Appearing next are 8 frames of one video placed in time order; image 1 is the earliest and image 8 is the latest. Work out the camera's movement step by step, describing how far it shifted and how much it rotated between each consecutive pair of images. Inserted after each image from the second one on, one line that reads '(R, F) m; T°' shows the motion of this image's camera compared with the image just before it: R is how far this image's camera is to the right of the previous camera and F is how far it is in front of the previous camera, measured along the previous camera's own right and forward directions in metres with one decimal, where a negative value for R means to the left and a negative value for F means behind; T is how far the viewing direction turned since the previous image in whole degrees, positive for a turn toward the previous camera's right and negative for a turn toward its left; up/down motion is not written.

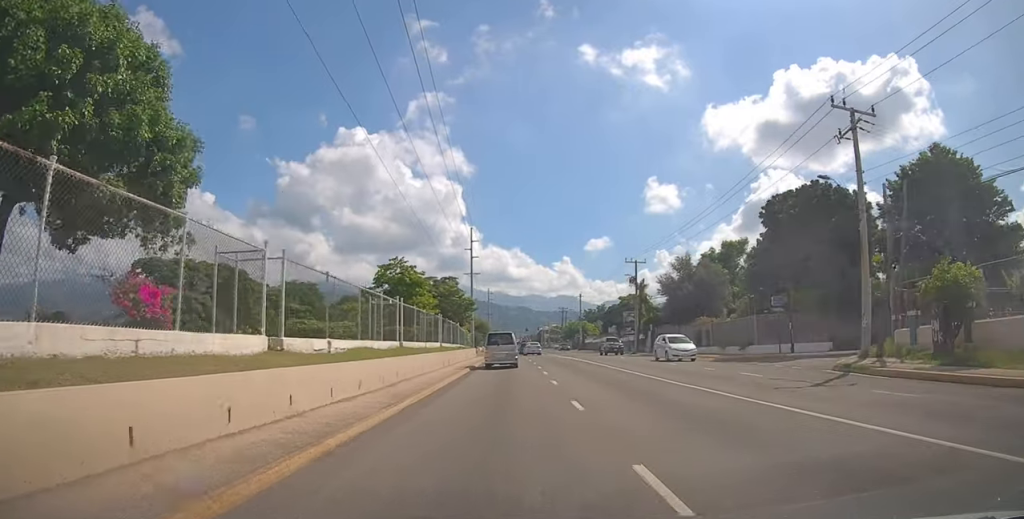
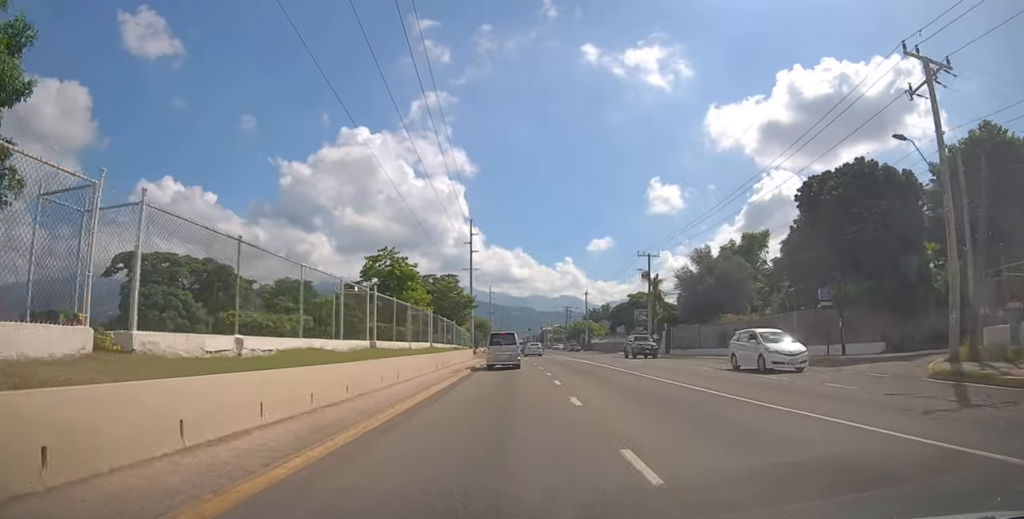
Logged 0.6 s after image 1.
(-0.2, +5.6) m; 0°
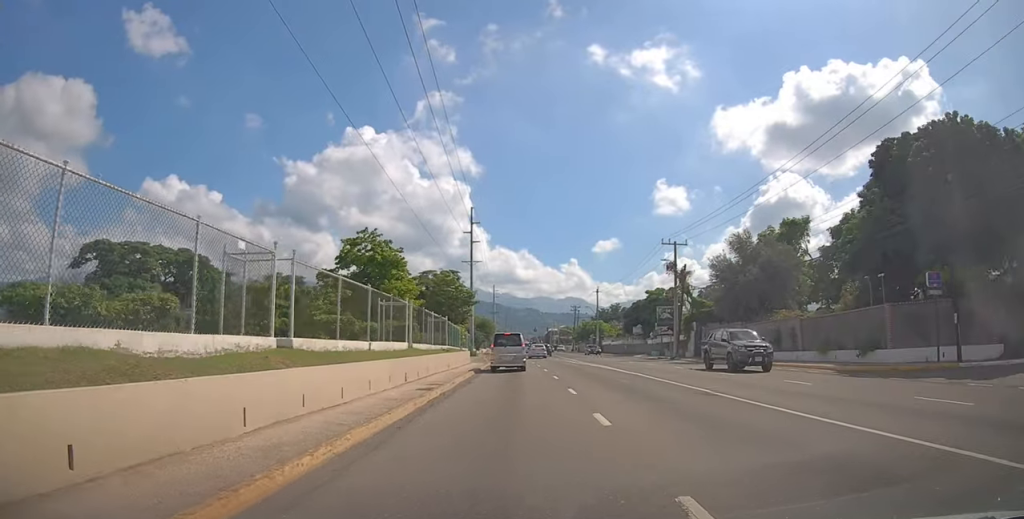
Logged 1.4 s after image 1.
(+0.1, +8.2) m; 0°
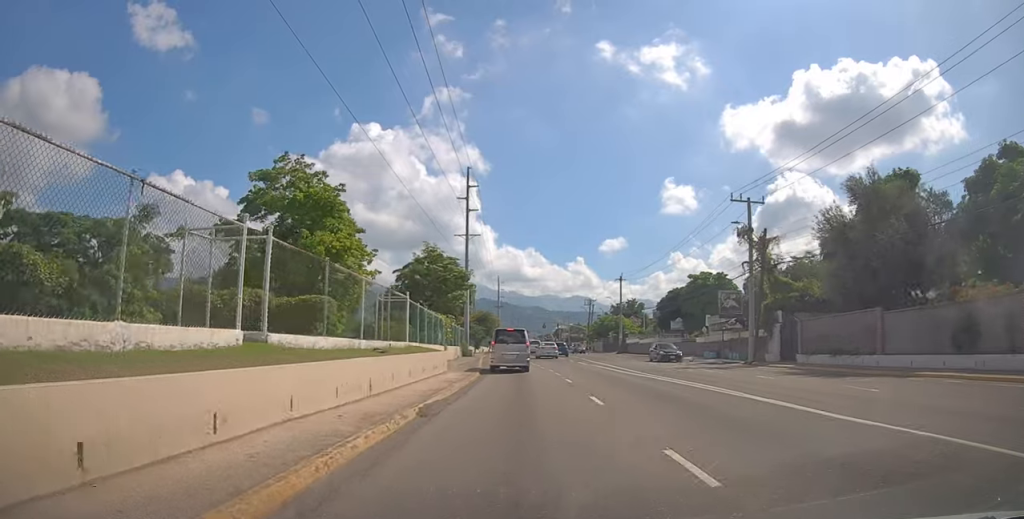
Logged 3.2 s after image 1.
(-0.2, +15.7) m; 0°
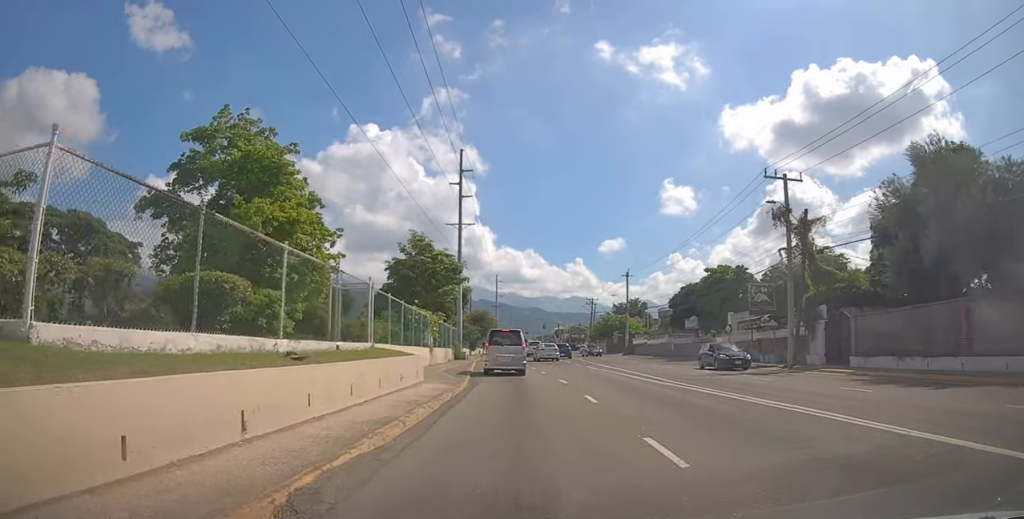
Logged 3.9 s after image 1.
(0.0, +5.6) m; +1°
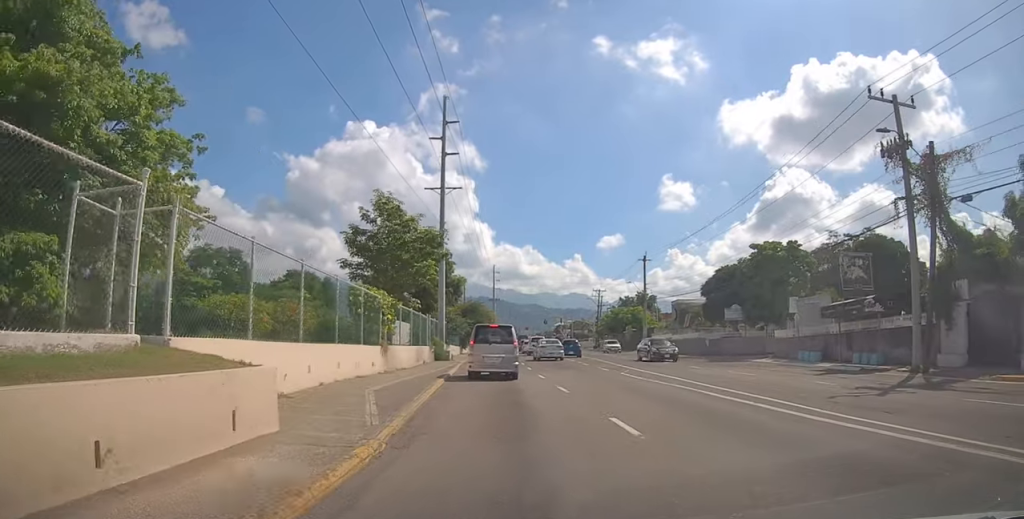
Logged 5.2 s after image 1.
(+0.1, +10.6) m; 0°
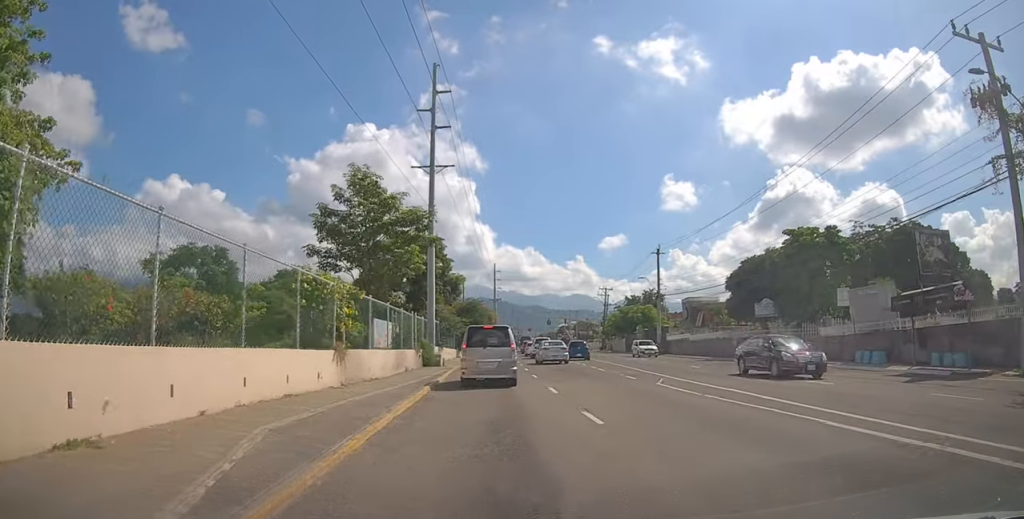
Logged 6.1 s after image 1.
(0.0, +5.5) m; 0°
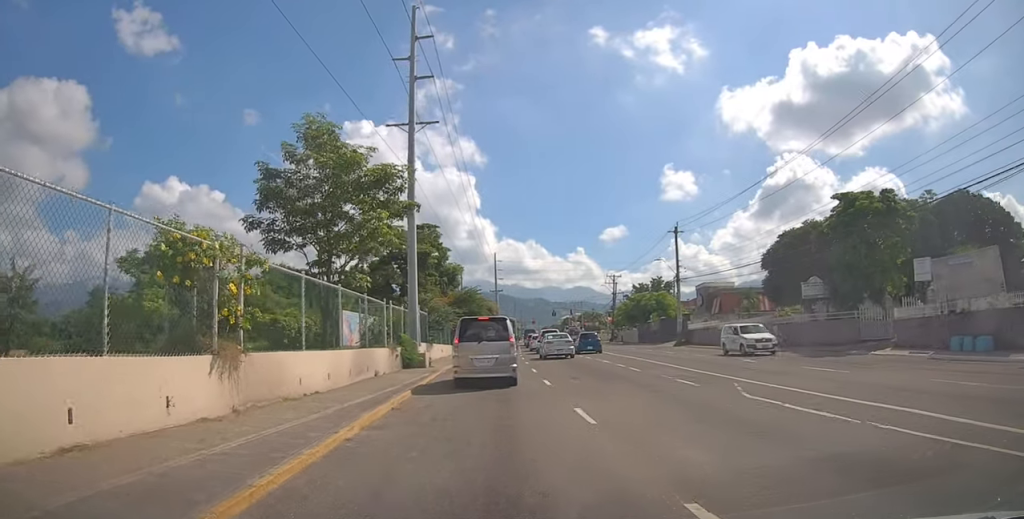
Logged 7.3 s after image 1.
(0.0, +6.4) m; 0°
